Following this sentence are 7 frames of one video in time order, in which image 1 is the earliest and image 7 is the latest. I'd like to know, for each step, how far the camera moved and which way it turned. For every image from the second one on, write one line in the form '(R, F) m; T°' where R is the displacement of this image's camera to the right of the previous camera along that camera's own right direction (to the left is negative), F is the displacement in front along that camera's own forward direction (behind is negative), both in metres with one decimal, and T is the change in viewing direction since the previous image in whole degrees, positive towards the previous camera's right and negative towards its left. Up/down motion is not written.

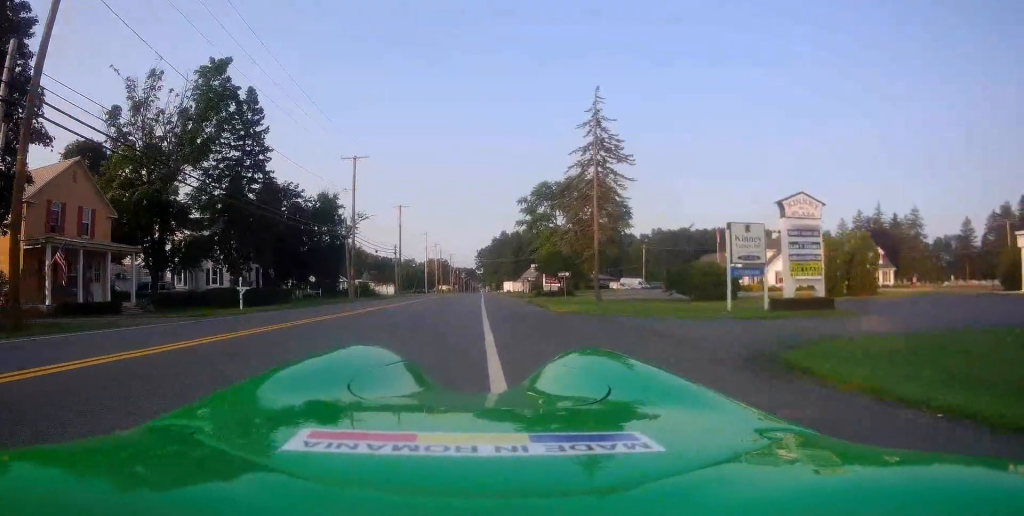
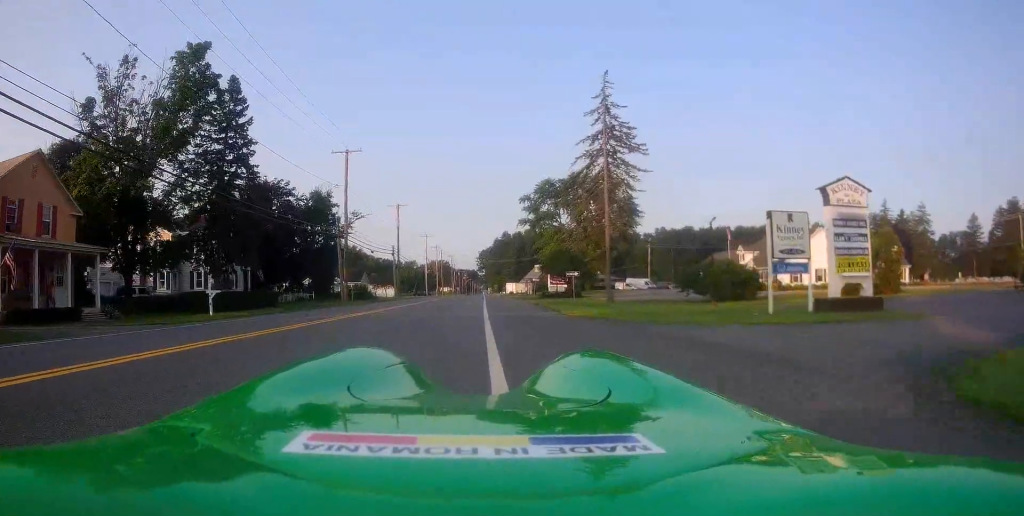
(0.0, +3.4) m; 0°
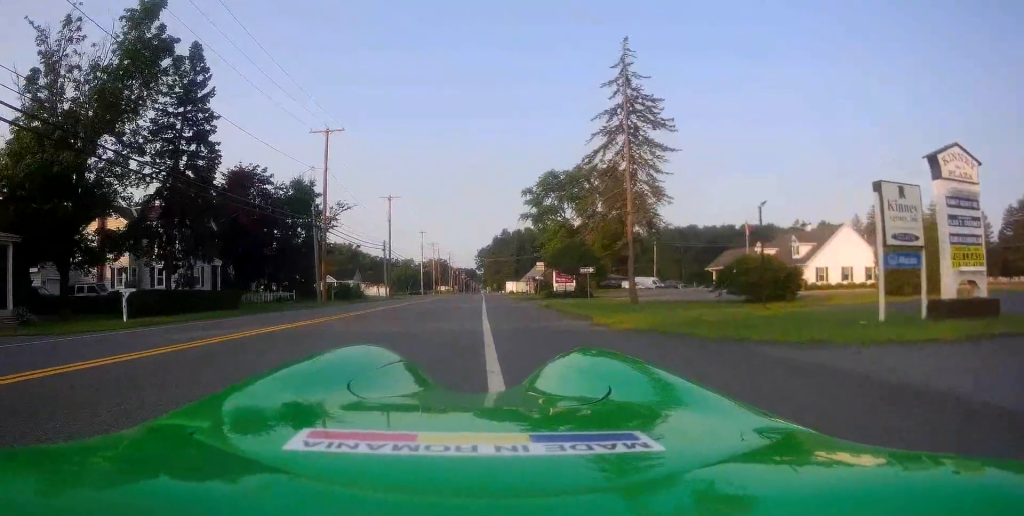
(0.0, +5.9) m; 0°
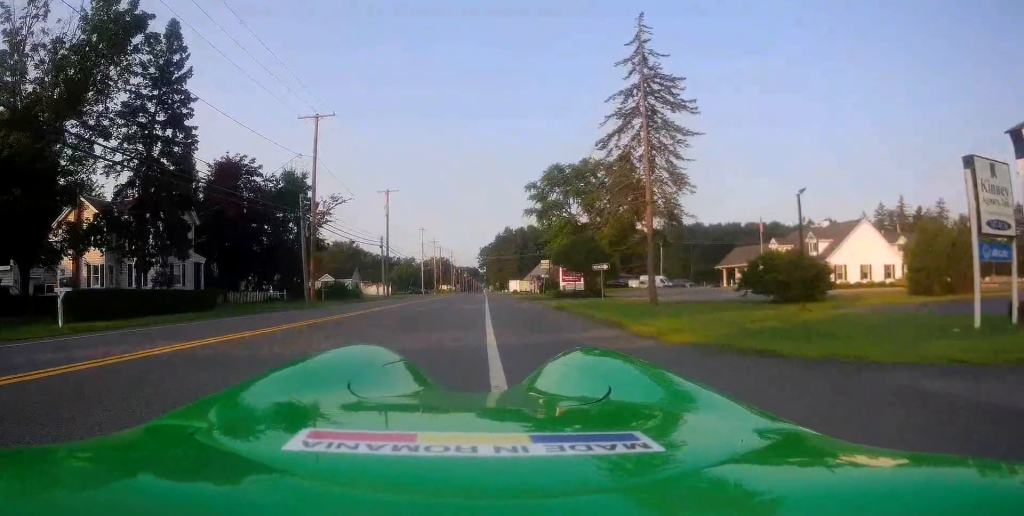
(0.0, +3.1) m; 0°
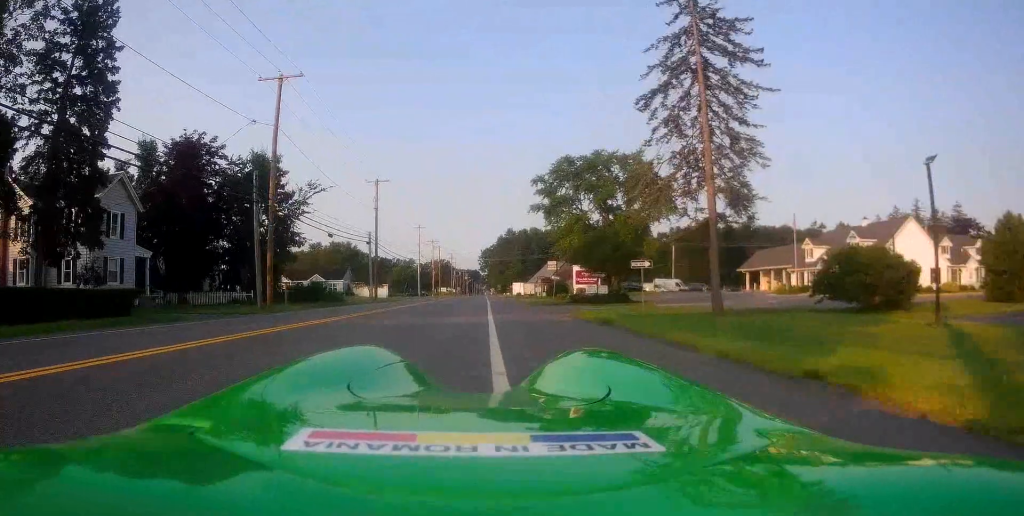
(0.0, +7.8) m; +2°
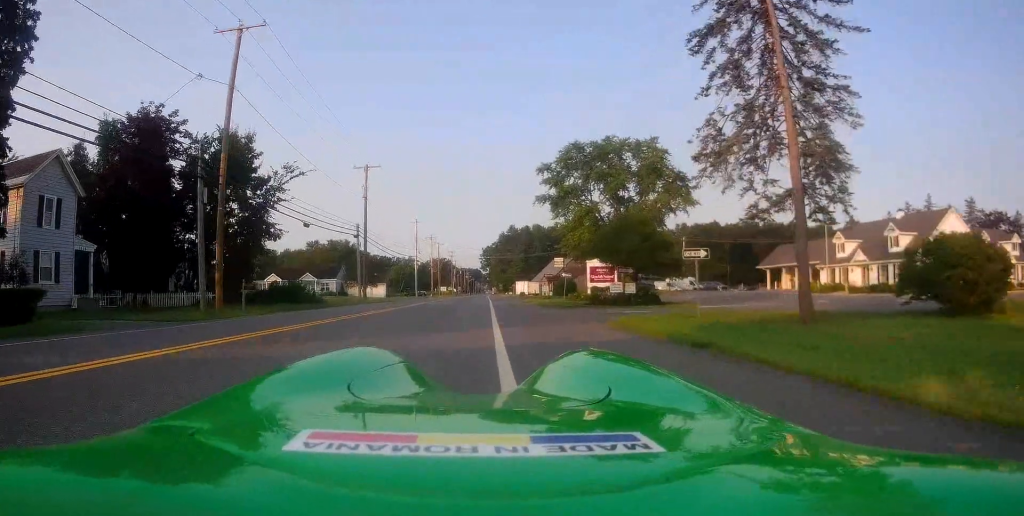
(+0.2, +5.9) m; 0°
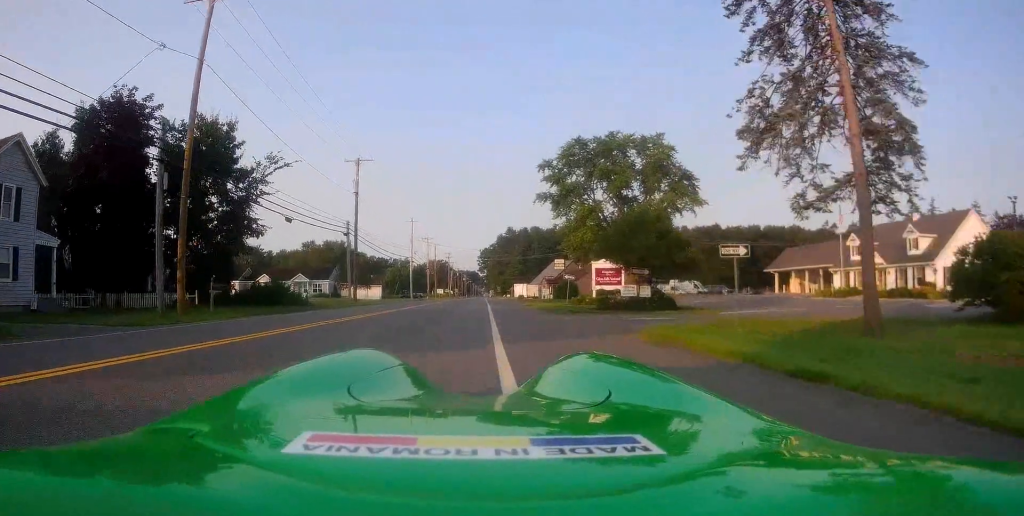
(+0.1, +3.1) m; 0°
